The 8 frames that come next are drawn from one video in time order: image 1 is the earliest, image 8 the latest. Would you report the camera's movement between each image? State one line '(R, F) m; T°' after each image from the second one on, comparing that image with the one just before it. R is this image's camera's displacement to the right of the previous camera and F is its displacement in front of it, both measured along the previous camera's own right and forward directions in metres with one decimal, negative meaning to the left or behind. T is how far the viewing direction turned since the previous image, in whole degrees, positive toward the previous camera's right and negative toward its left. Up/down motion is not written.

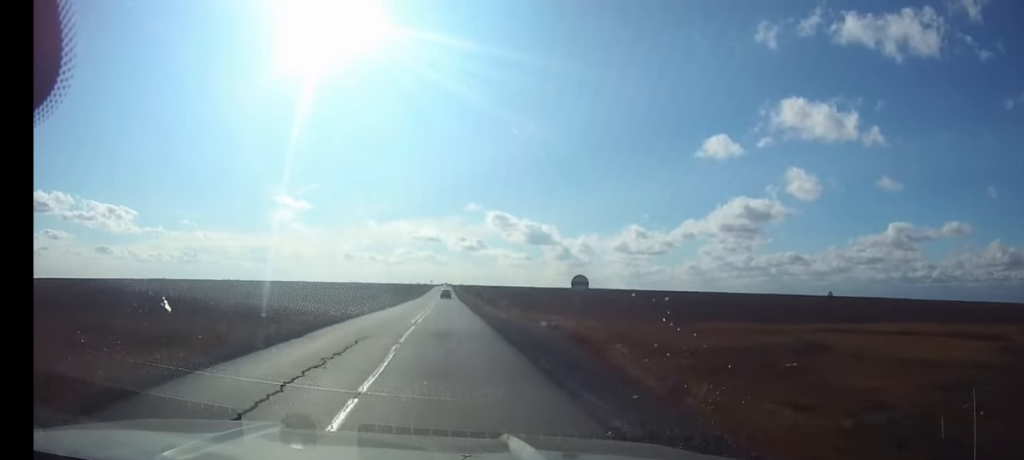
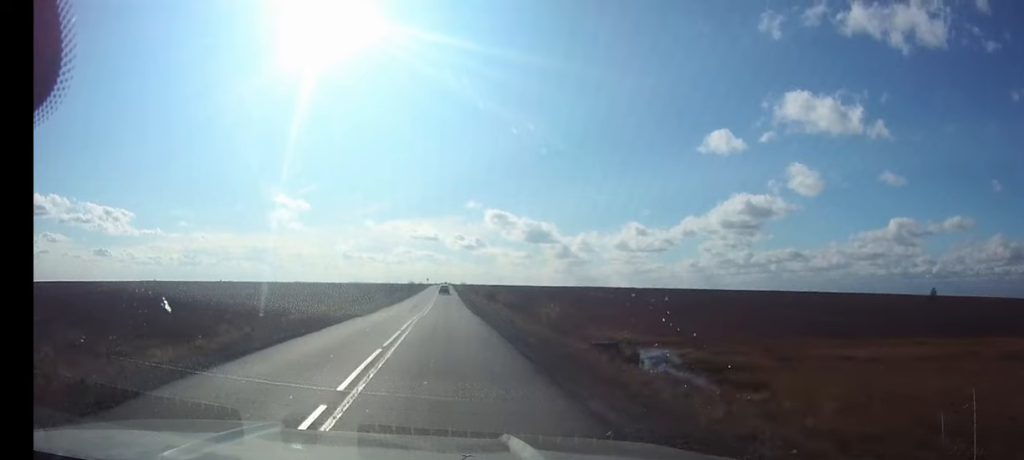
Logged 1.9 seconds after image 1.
(0.0, +41.5) m; 0°
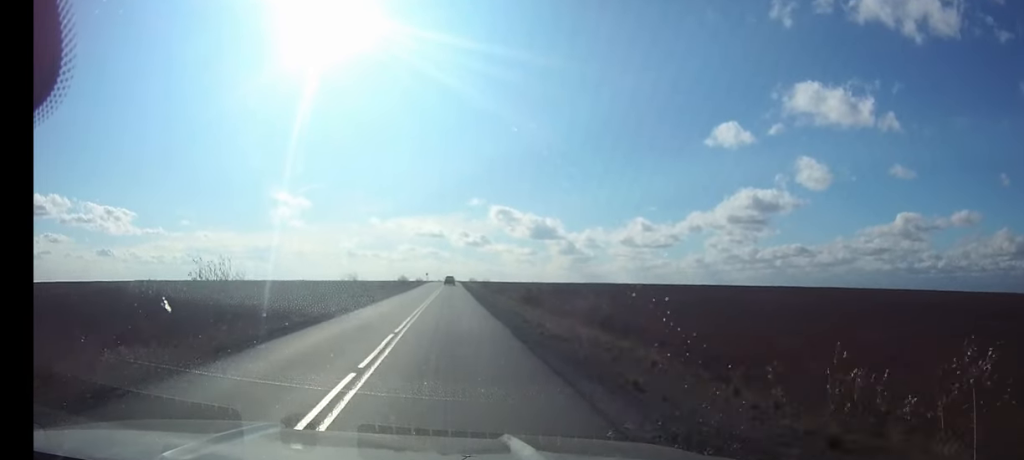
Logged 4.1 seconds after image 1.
(0.0, +45.6) m; 0°
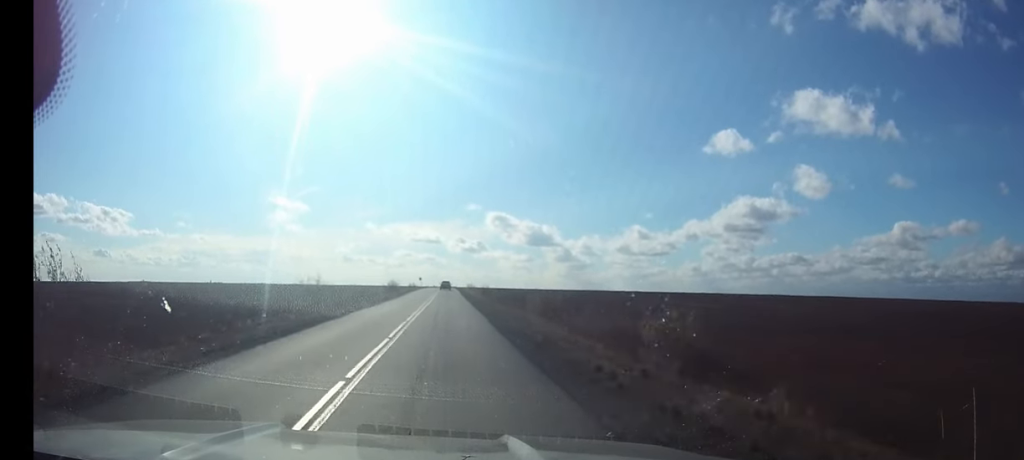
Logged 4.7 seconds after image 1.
(0.0, +14.1) m; 0°
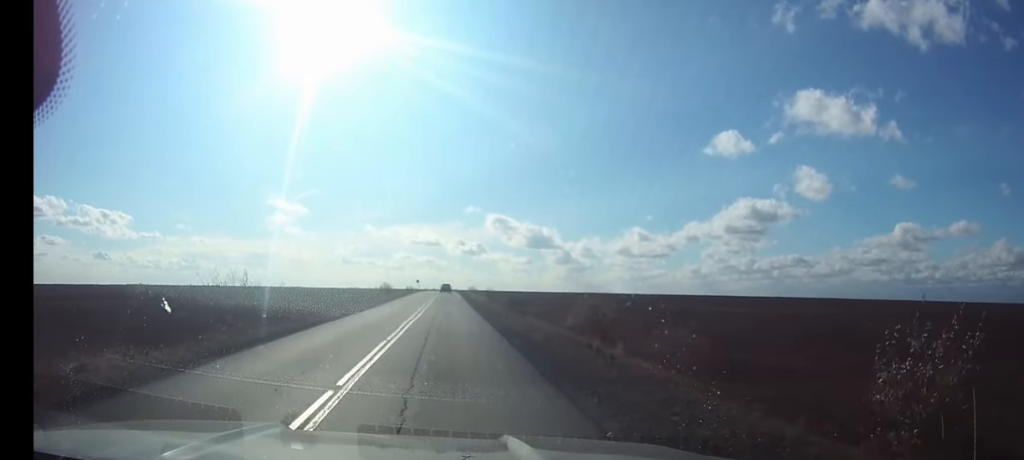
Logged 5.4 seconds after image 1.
(0.0, +14.0) m; 0°
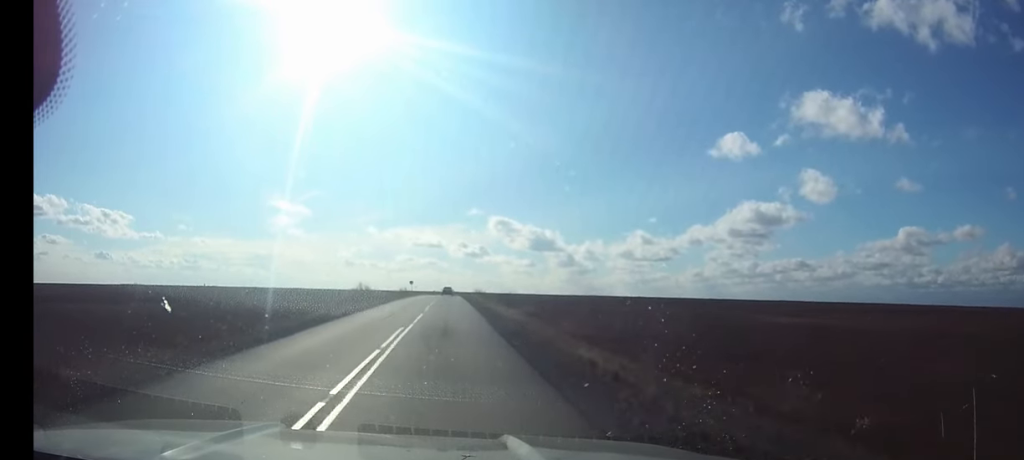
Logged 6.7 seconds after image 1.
(0.0, +27.9) m; 0°
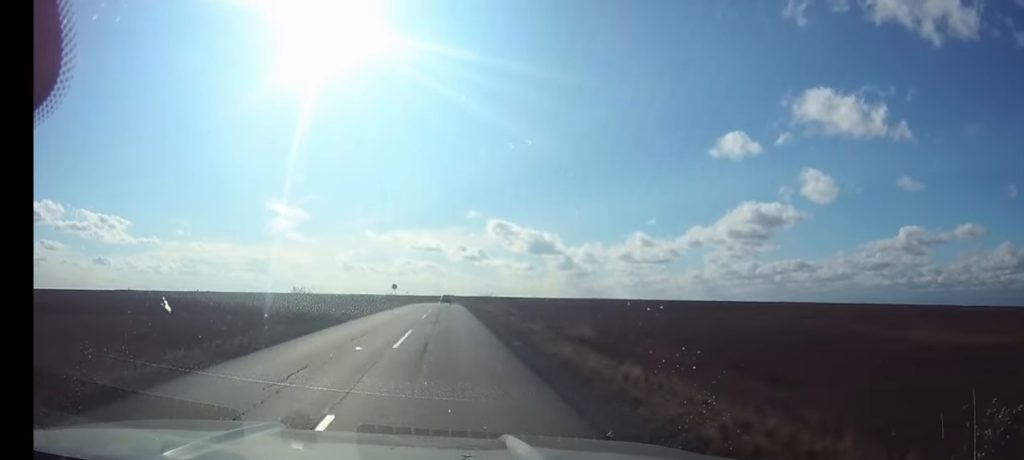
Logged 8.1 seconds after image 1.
(0.0, +28.6) m; 0°
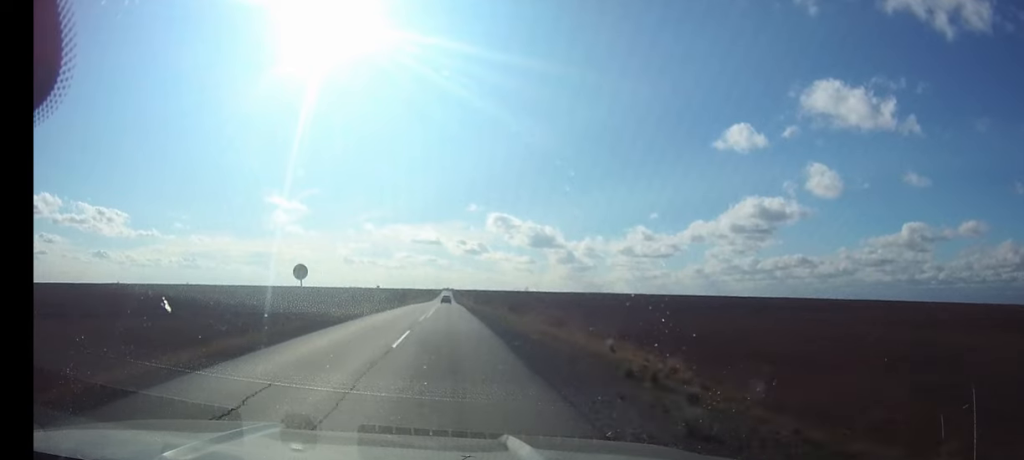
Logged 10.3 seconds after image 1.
(0.0, +46.3) m; 0°
